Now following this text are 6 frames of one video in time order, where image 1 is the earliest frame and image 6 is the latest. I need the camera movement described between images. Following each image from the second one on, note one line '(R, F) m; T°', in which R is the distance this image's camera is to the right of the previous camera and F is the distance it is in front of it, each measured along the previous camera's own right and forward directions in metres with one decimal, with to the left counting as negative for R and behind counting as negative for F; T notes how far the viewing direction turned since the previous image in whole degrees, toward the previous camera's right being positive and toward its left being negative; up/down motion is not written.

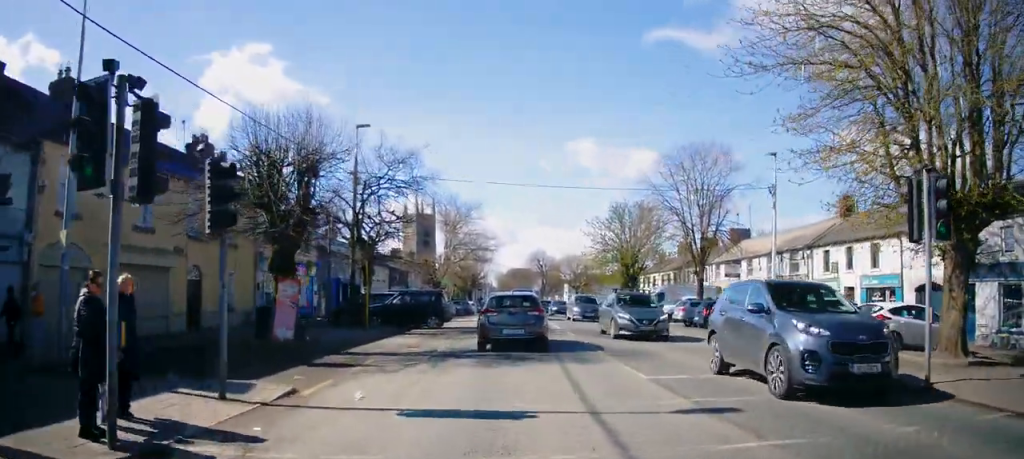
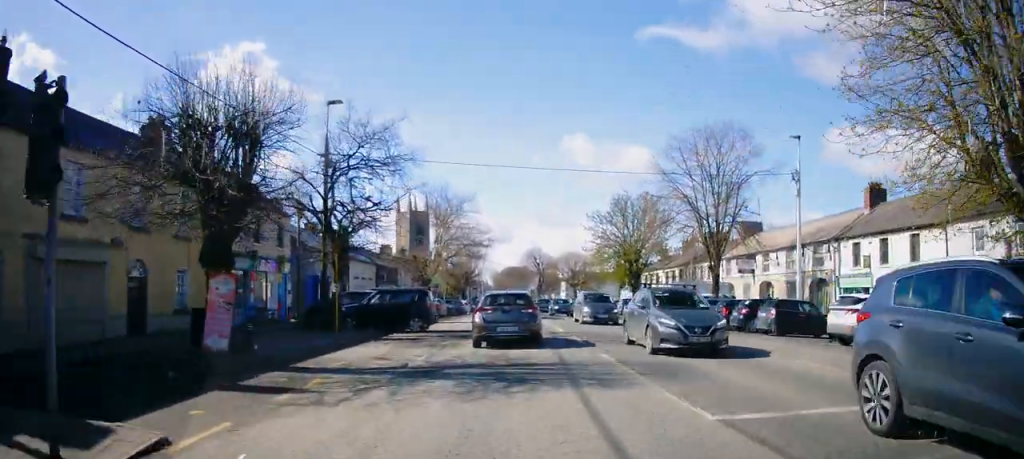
(-0.1, +3.6) m; -1°
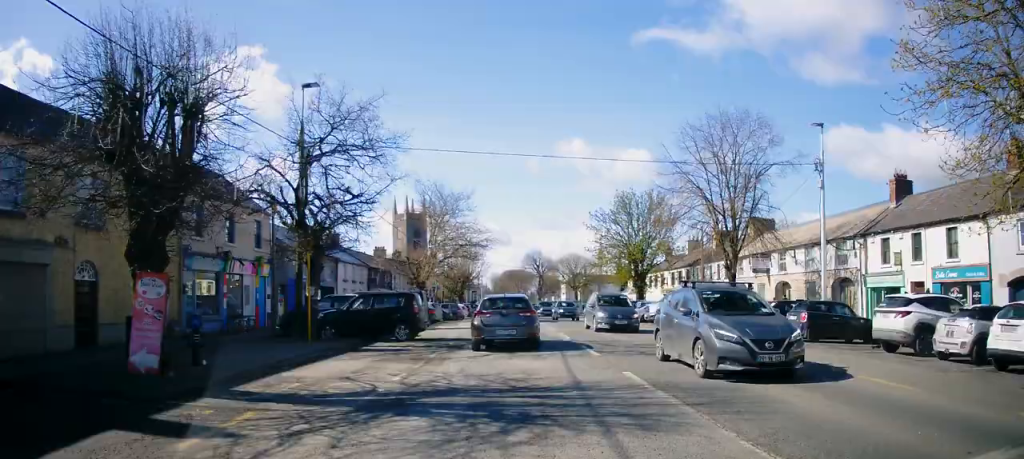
(0.0, +2.7) m; -1°
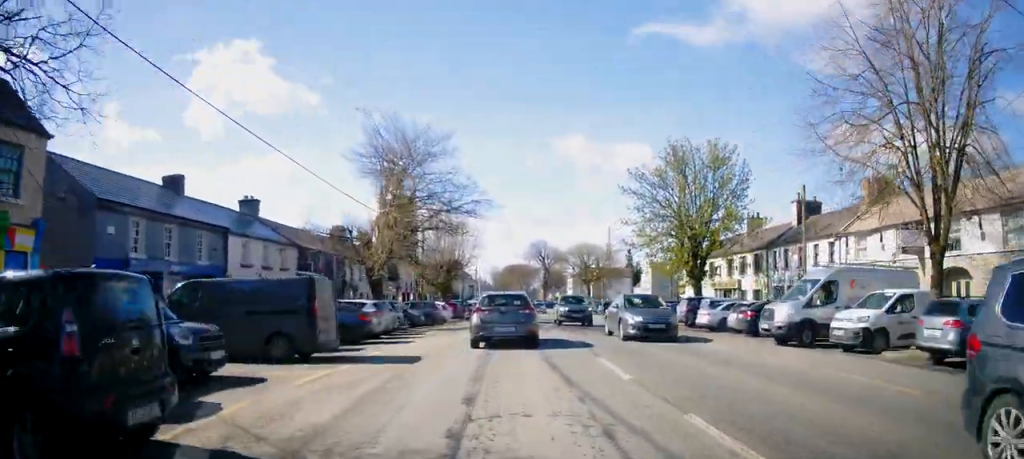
(-0.5, +16.2) m; 0°
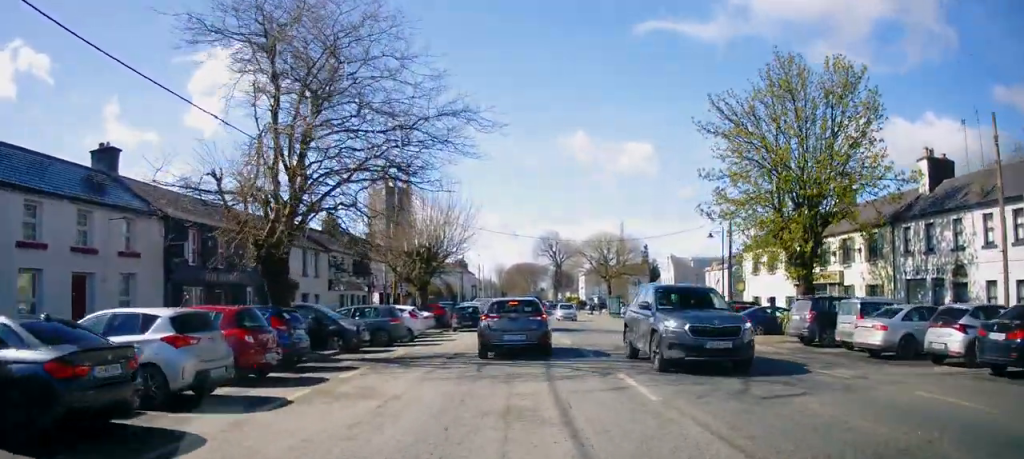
(-0.5, +13.6) m; -2°
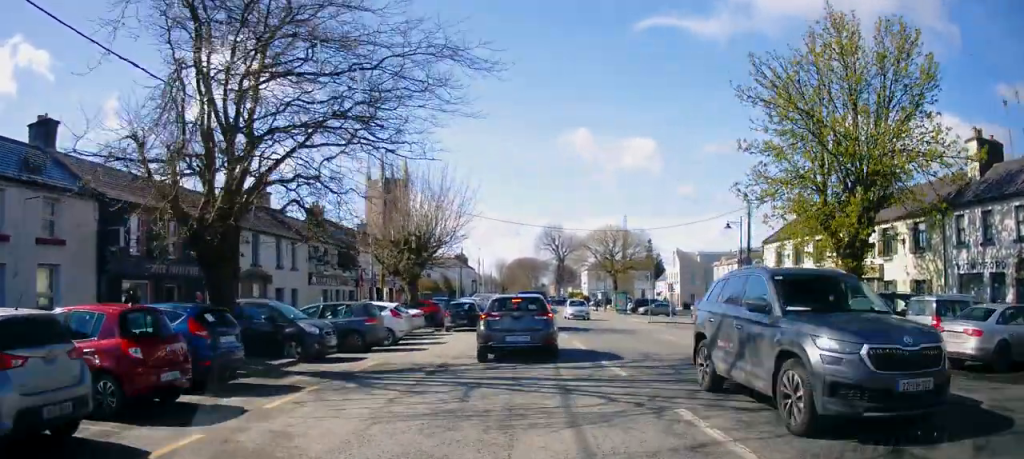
(+0.2, +3.3) m; +2°
